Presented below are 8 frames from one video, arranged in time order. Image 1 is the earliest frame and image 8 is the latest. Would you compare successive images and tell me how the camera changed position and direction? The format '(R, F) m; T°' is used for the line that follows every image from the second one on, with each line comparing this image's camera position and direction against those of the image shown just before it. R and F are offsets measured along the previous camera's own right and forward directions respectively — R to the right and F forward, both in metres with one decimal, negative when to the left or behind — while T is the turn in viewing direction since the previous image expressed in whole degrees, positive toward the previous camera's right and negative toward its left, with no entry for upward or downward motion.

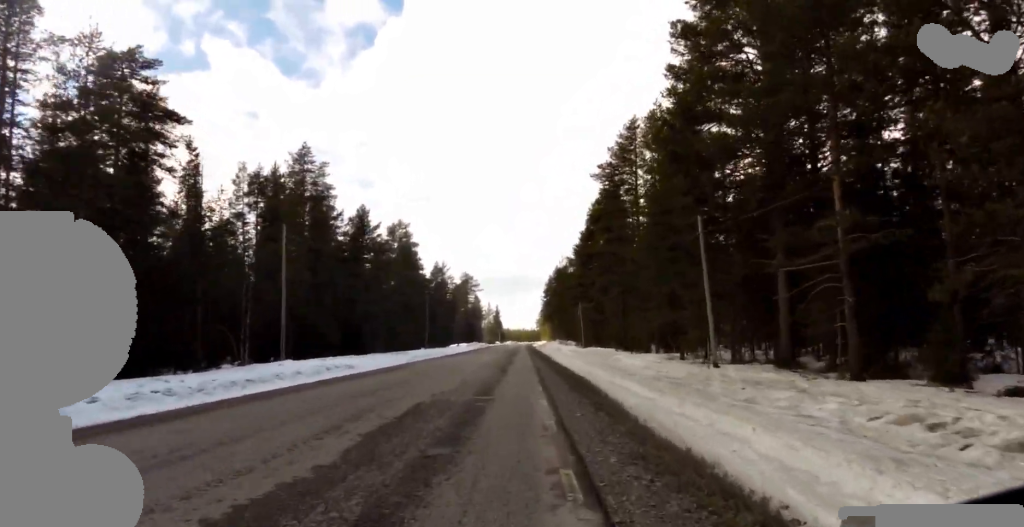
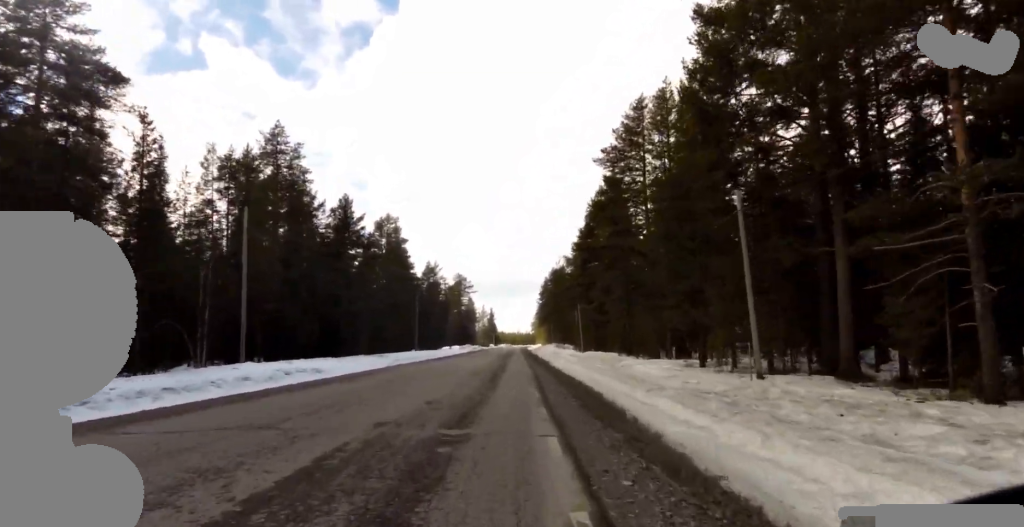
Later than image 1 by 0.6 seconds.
(0.0, +4.3) m; 0°
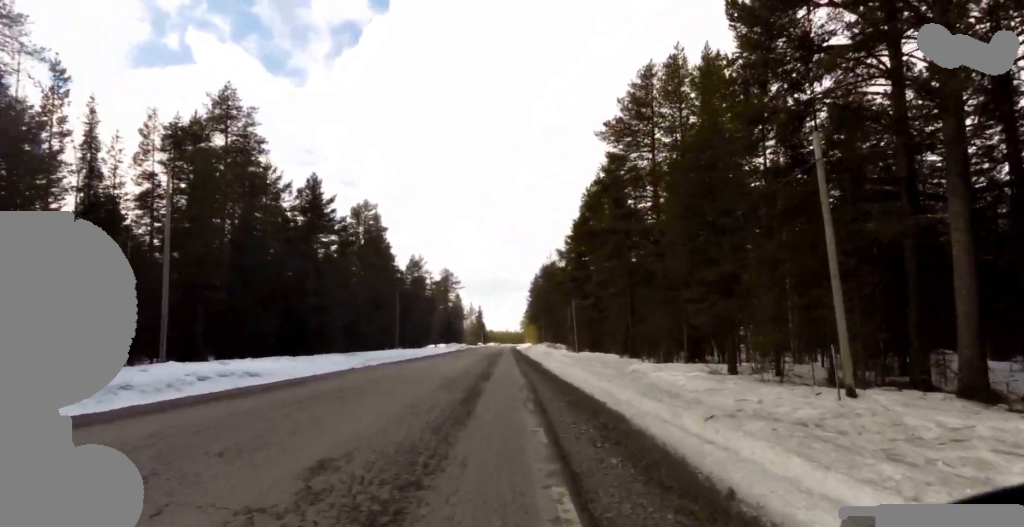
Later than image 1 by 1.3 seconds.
(0.0, +5.3) m; +1°
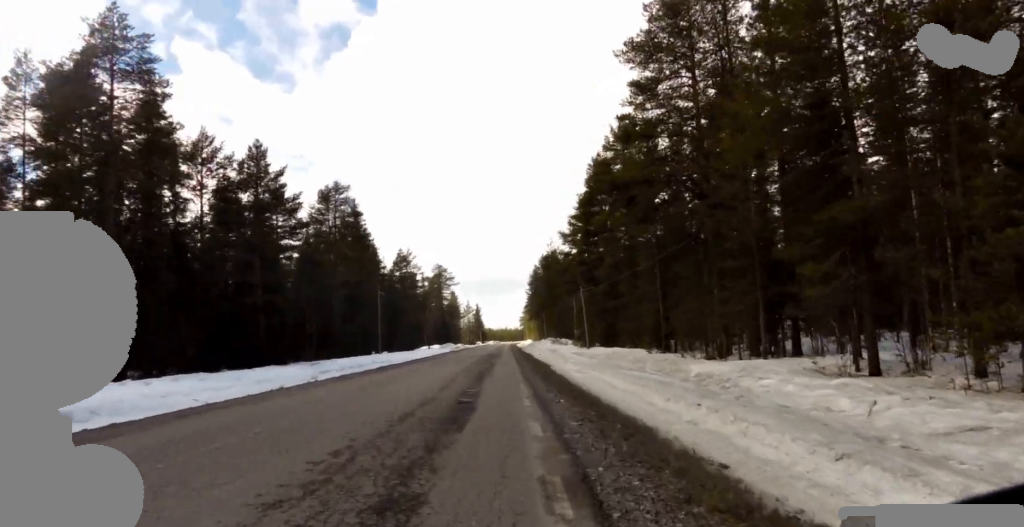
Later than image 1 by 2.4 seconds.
(+0.2, +8.7) m; 0°
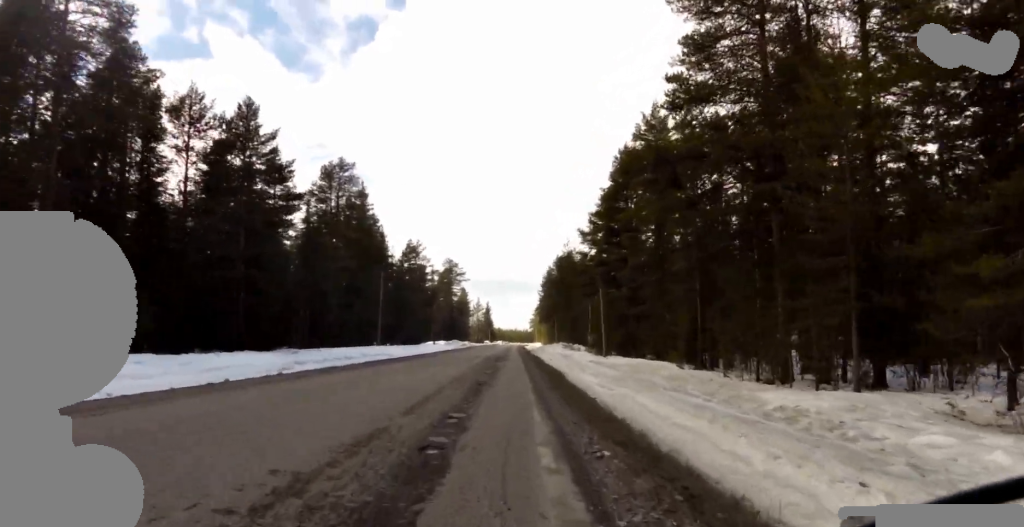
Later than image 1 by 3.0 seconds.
(-0.1, +4.6) m; -1°
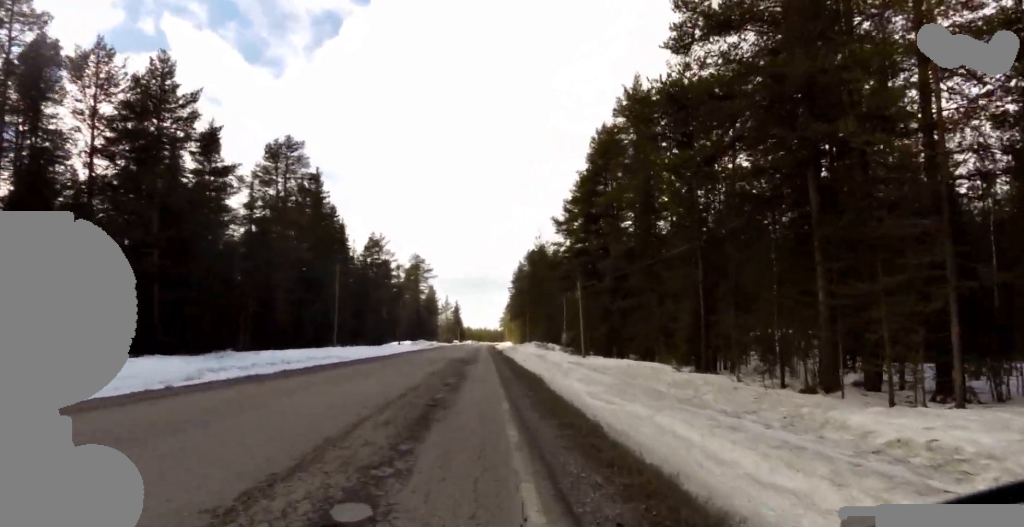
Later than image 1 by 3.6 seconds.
(-0.1, +4.6) m; -1°
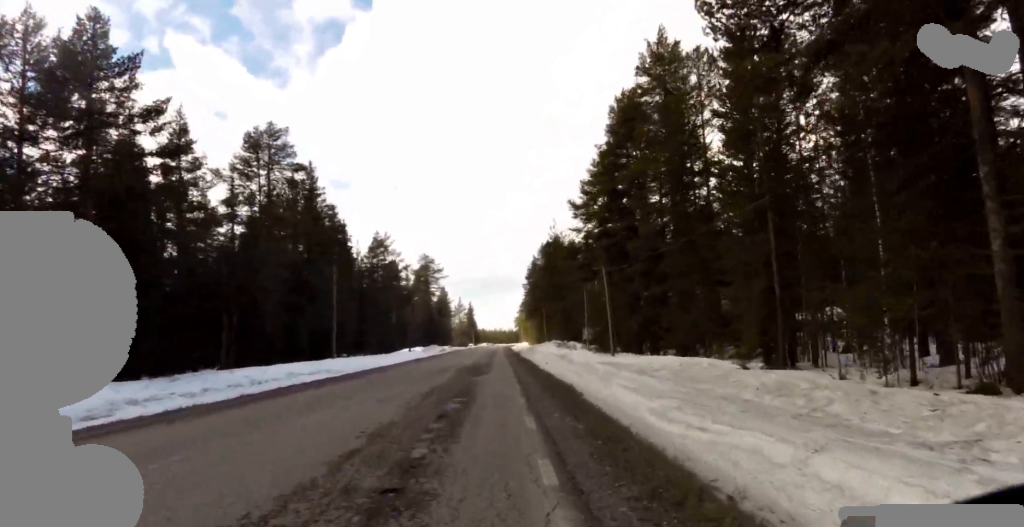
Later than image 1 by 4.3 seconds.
(0.0, +5.1) m; 0°
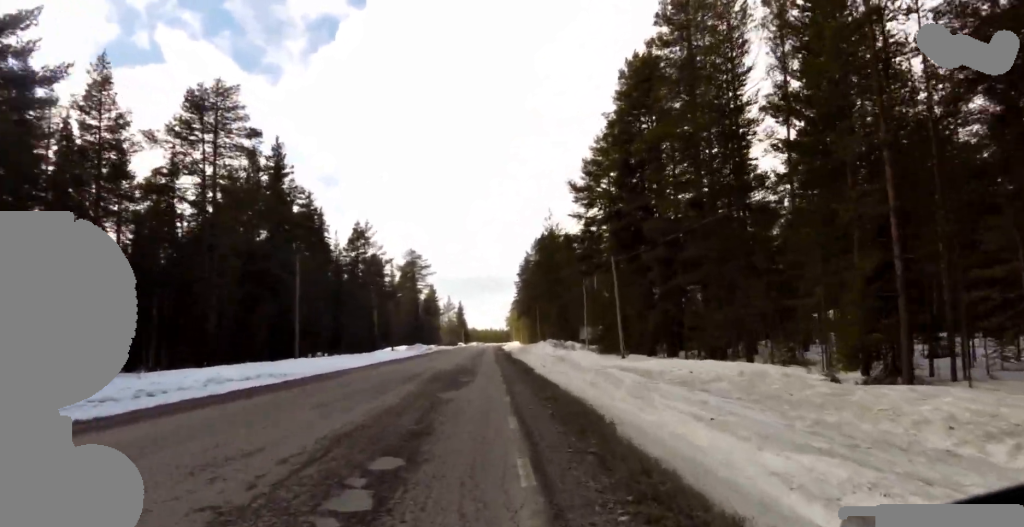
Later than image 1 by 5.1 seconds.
(0.0, +6.2) m; 0°
